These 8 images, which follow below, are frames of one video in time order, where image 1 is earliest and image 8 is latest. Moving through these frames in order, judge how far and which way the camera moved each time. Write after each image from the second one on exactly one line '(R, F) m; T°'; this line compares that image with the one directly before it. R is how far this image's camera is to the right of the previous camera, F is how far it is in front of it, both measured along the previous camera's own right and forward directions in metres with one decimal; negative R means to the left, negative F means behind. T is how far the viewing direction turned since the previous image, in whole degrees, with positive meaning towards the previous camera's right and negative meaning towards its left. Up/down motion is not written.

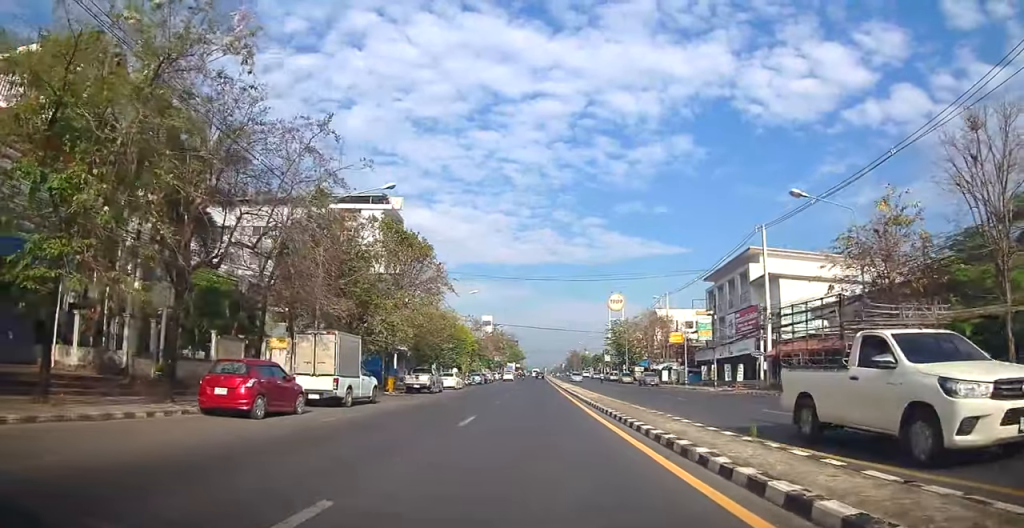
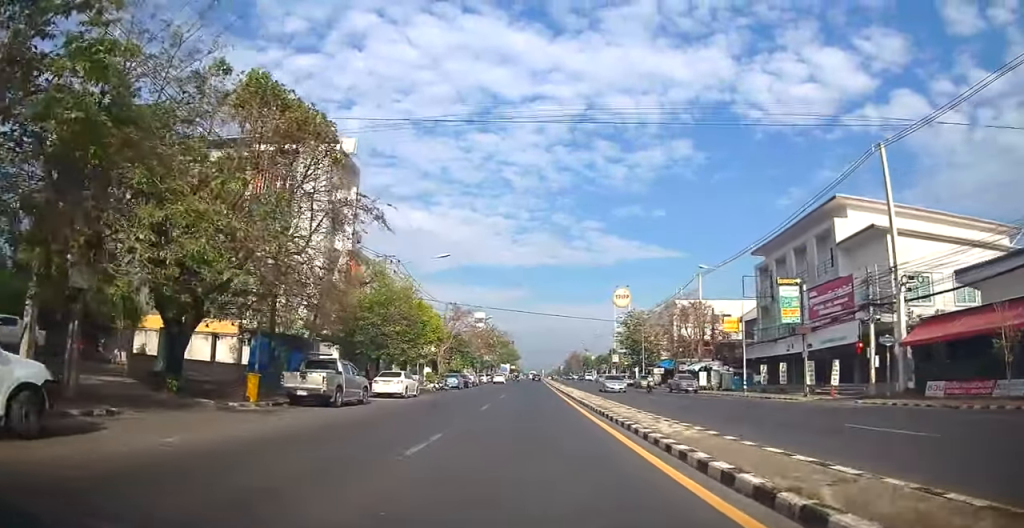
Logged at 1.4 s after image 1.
(-0.5, +18.5) m; -2°
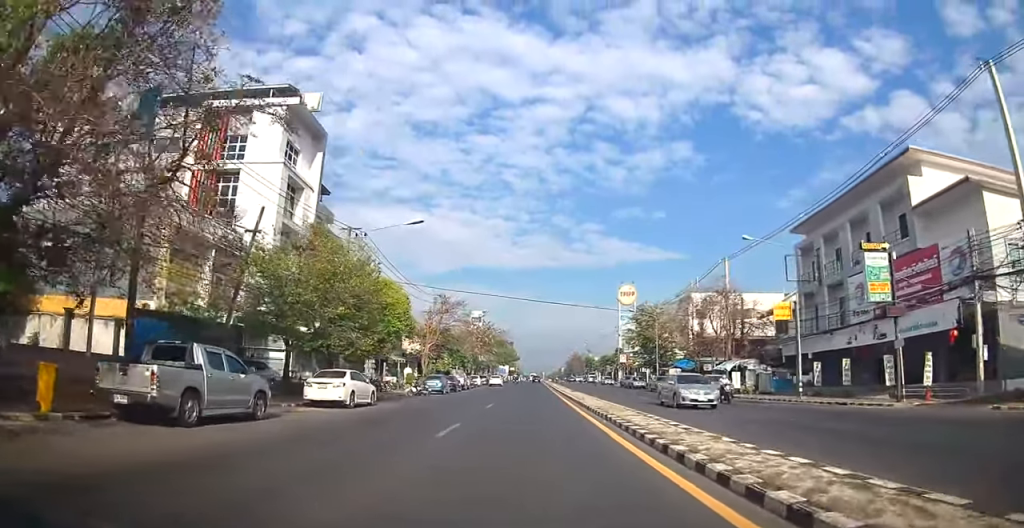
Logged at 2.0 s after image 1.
(0.0, +9.5) m; -1°
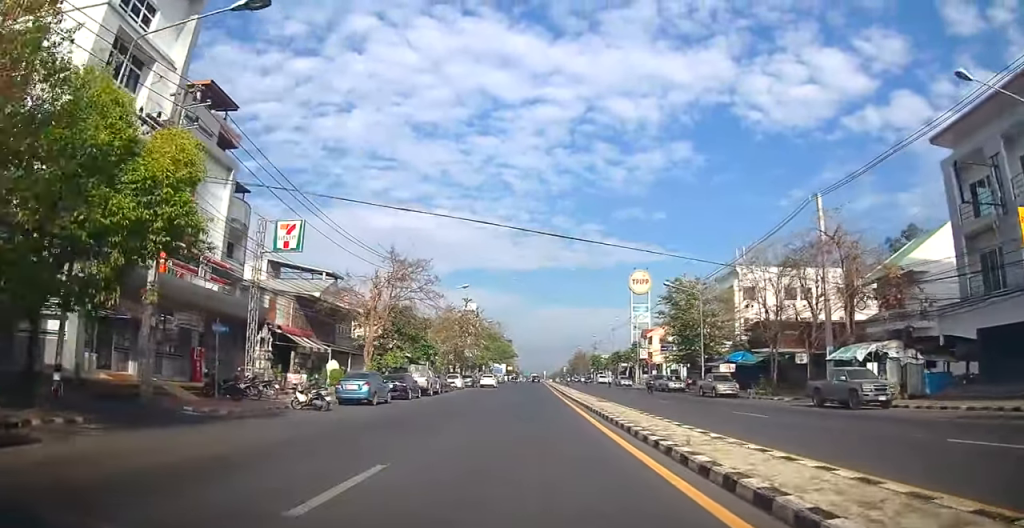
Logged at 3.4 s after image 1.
(+0.2, +20.4) m; +1°
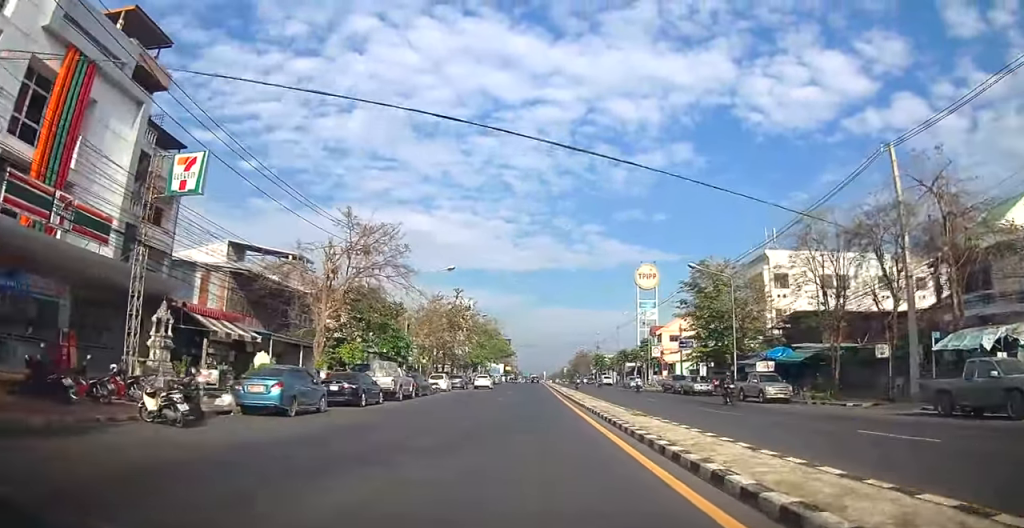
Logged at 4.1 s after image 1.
(+0.3, +9.2) m; 0°
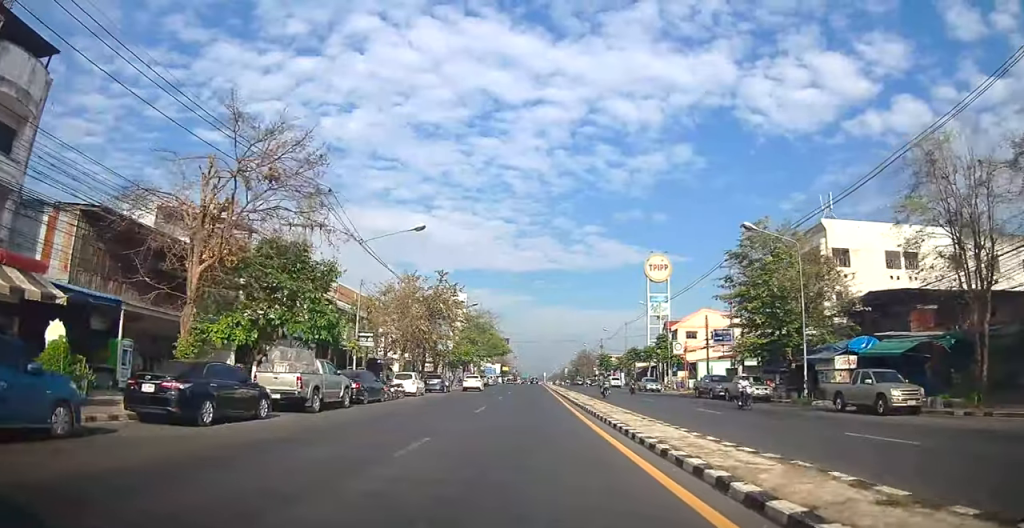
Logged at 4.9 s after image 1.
(-0.5, +12.4) m; 0°
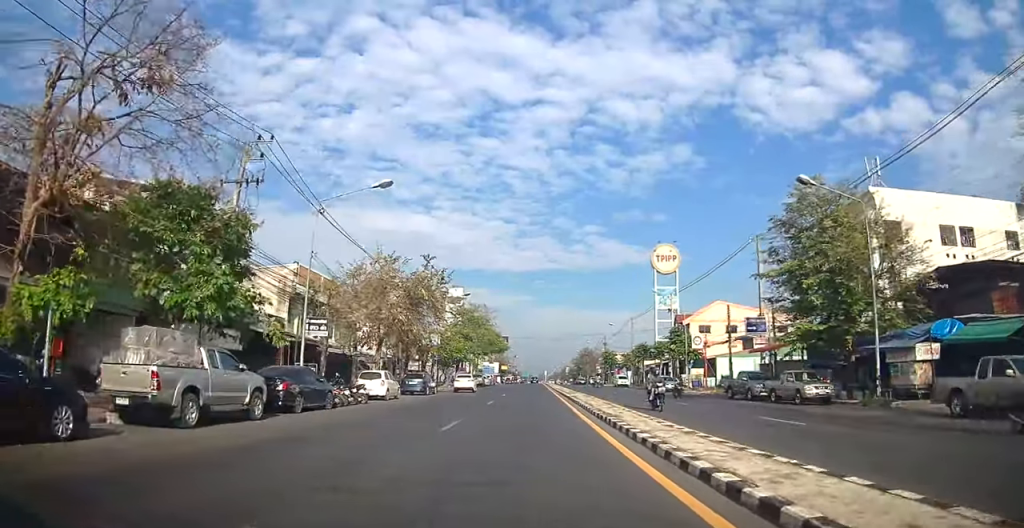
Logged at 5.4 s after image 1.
(+0.2, +7.6) m; 0°
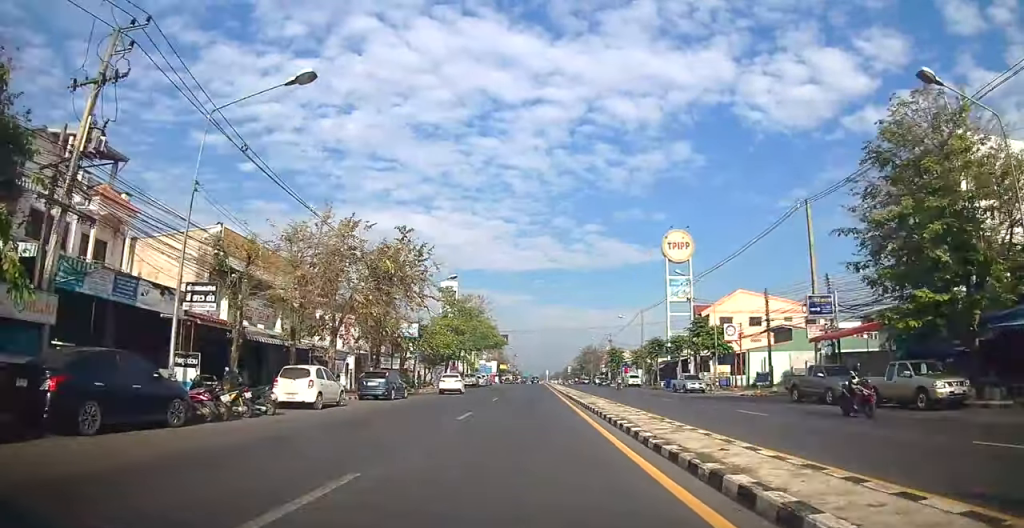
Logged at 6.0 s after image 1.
(+0.3, +9.6) m; 0°
